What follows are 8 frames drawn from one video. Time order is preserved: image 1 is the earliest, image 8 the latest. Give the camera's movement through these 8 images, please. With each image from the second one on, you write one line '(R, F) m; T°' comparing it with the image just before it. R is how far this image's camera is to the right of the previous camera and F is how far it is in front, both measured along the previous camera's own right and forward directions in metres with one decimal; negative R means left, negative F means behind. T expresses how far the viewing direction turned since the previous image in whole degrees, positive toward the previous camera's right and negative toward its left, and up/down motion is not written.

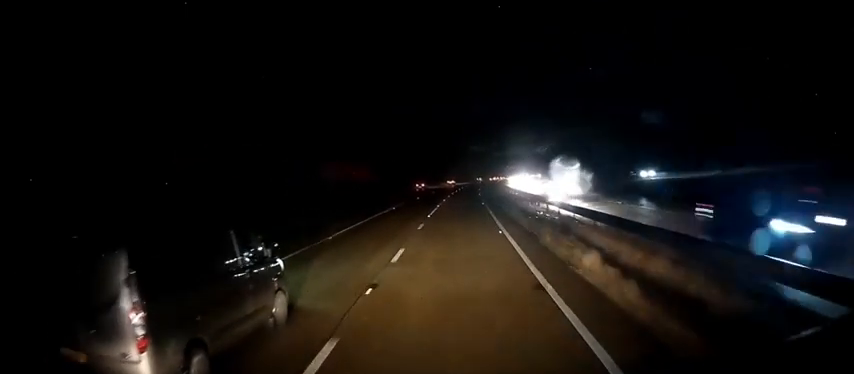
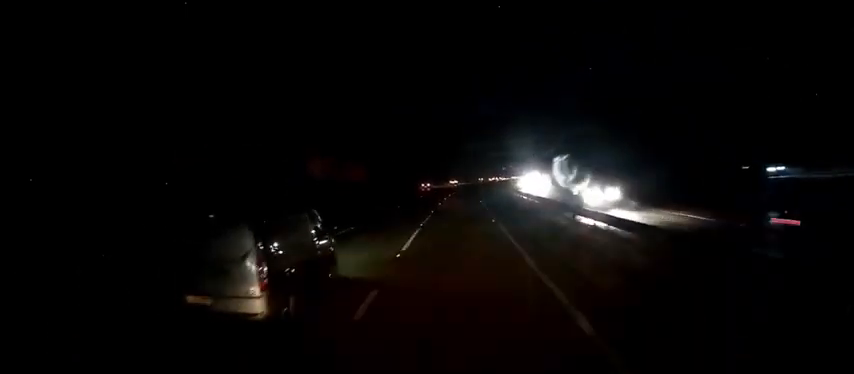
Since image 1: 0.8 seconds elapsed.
(+0.3, +13.6) m; +1°
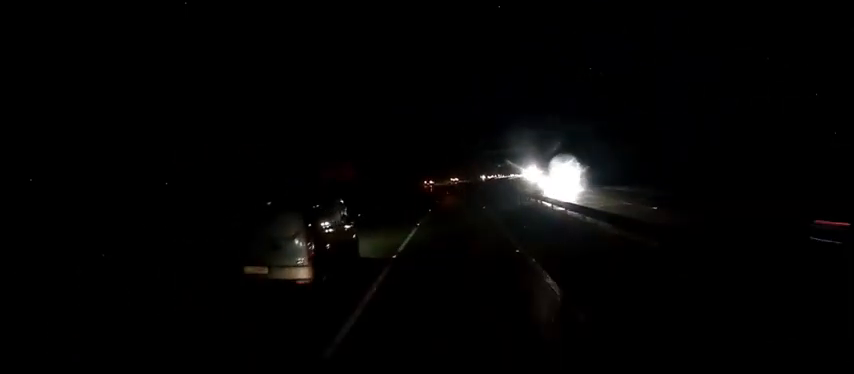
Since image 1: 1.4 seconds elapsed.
(0.0, +9.5) m; 0°
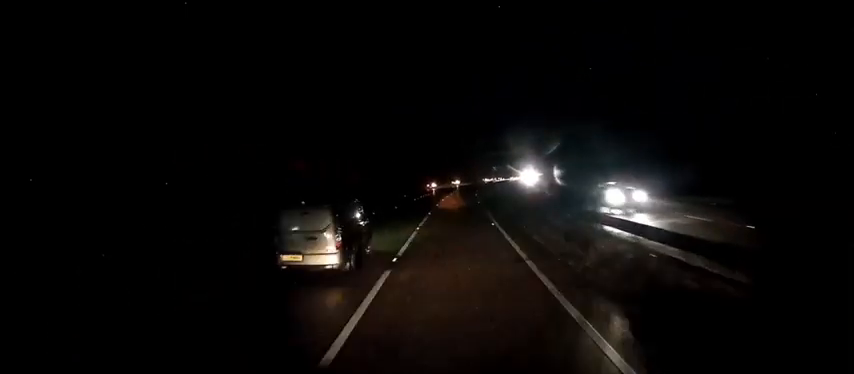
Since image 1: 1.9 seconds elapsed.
(0.0, +8.4) m; 0°
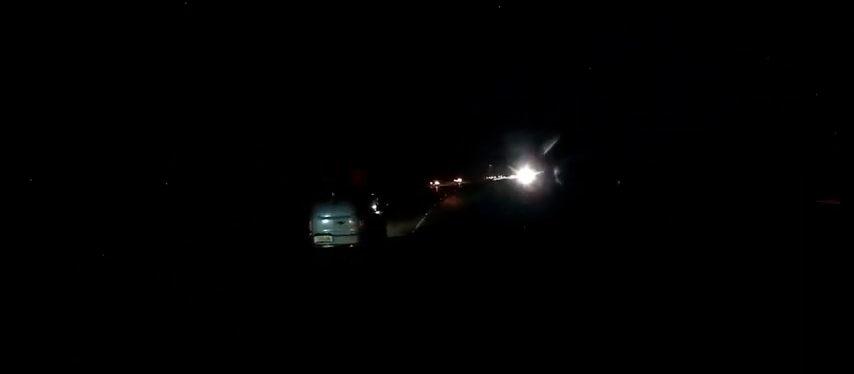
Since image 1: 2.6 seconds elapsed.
(0.0, +11.7) m; +1°
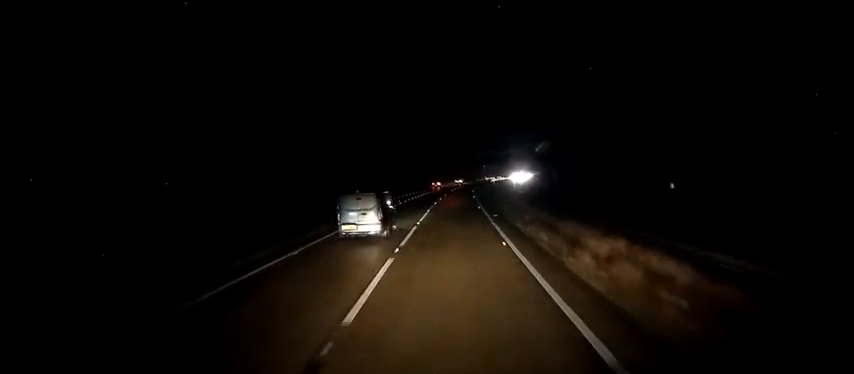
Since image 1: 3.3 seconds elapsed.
(+0.1, +13.2) m; +1°
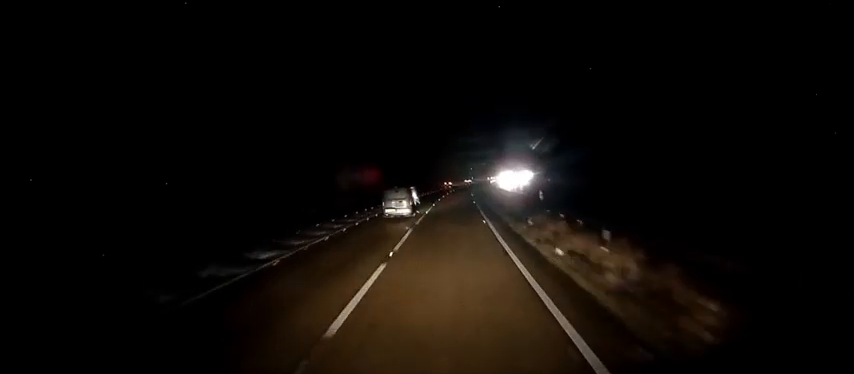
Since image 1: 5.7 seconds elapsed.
(+1.1, +44.2) m; +3°
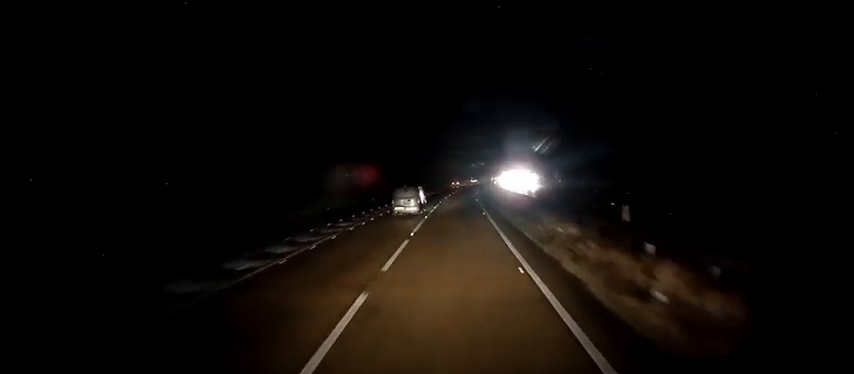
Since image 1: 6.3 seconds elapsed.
(+0.1, +12.2) m; +1°
